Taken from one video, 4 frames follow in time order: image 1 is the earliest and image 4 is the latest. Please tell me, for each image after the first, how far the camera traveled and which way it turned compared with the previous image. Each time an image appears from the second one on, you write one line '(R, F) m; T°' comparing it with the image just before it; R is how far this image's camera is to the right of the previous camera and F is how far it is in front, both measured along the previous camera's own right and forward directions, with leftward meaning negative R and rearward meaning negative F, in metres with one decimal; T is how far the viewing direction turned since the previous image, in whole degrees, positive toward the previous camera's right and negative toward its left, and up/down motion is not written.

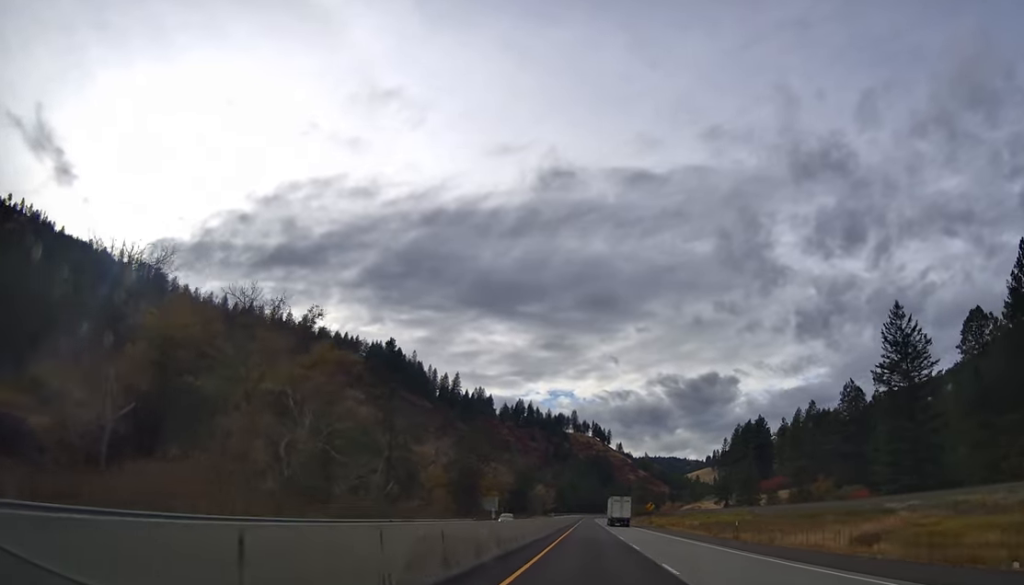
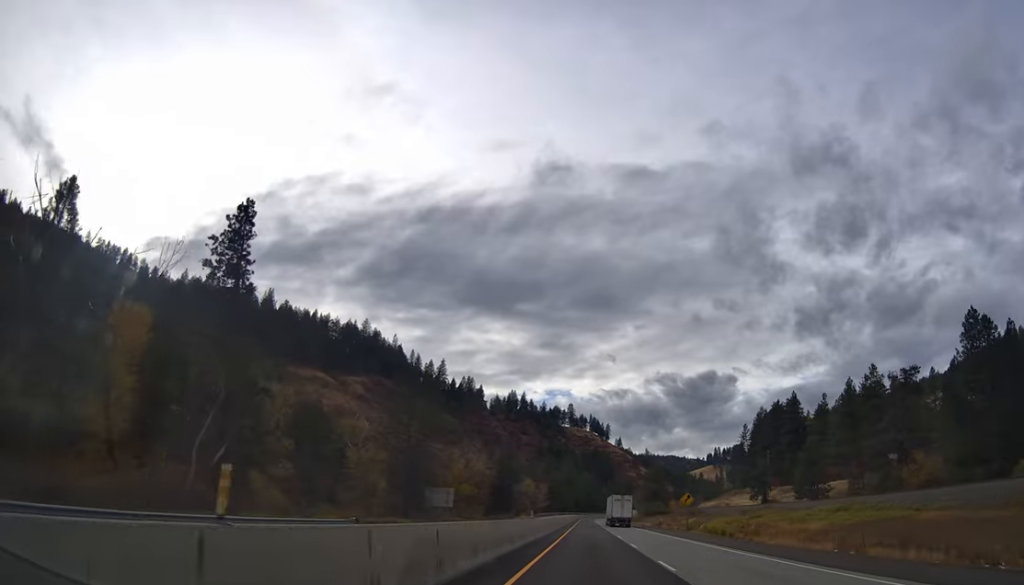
(0.0, +47.3) m; 0°
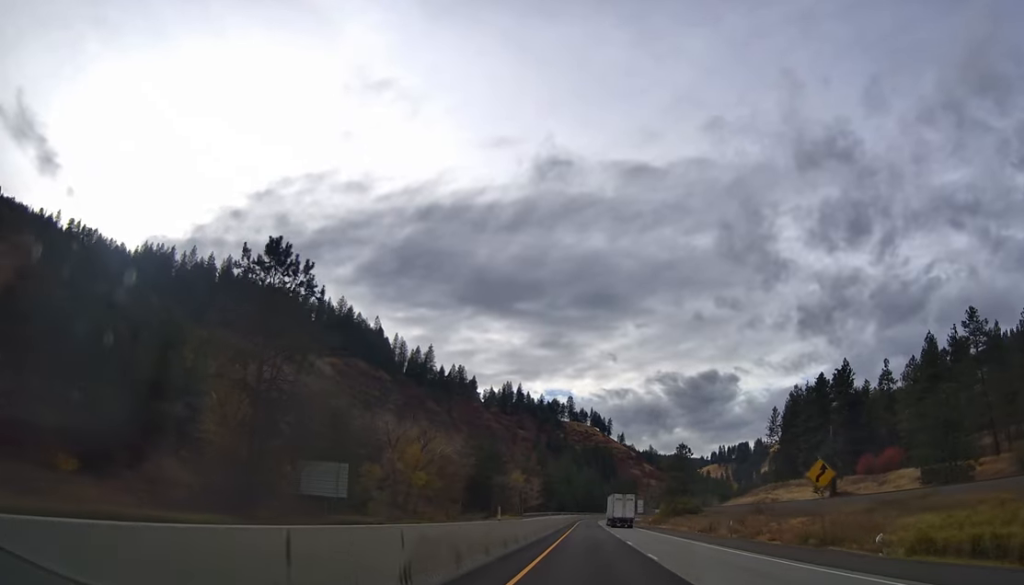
(0.0, +44.9) m; 0°
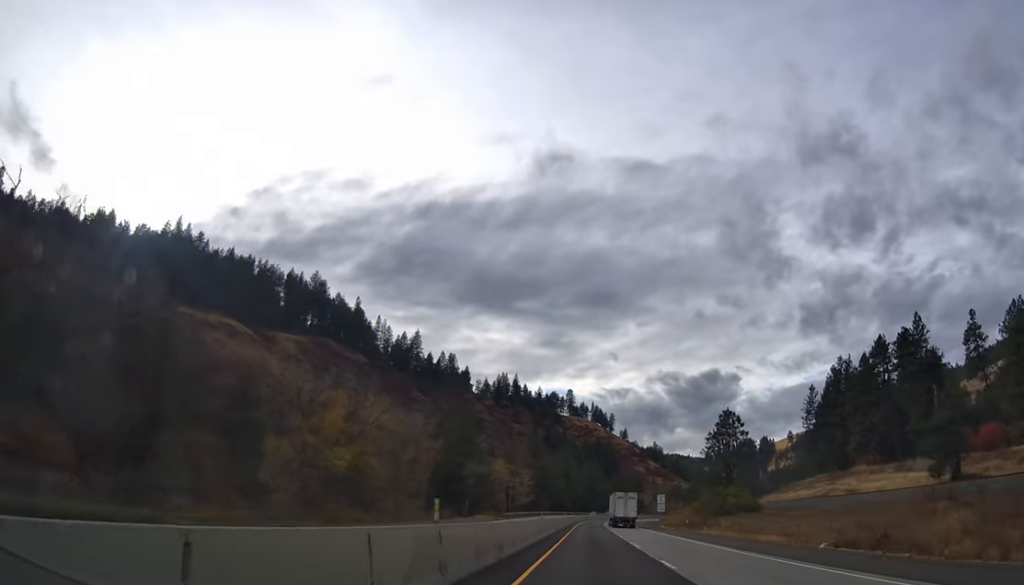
(0.0, +40.0) m; 0°
